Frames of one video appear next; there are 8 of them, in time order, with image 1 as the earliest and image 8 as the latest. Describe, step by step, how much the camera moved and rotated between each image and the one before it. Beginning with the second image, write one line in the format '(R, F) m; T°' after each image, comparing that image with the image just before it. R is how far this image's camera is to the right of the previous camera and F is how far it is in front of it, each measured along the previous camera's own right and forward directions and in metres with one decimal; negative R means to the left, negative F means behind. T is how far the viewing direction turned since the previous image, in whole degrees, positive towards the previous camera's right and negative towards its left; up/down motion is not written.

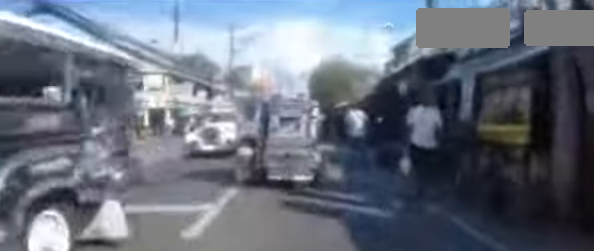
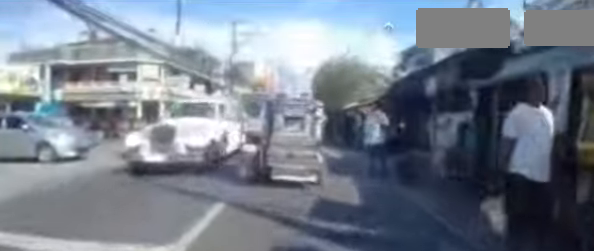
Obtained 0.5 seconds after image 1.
(+0.1, +1.6) m; -3°
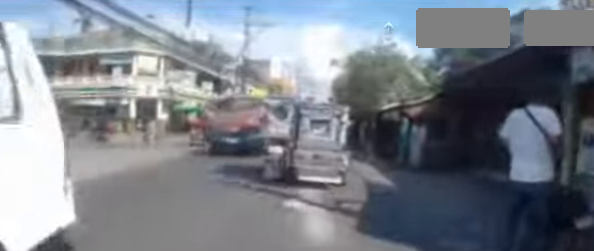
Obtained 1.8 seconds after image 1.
(-0.3, +4.0) m; +1°
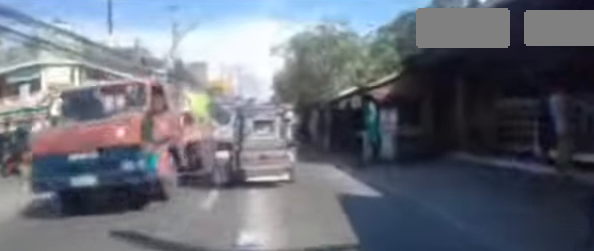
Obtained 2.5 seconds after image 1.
(+0.2, +2.0) m; +3°
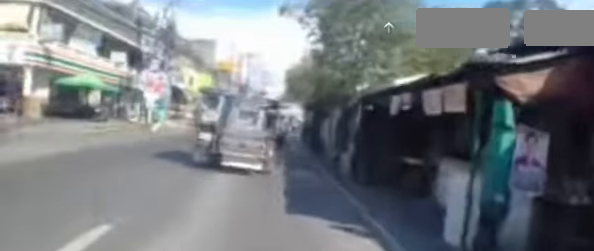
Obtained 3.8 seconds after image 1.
(-0.1, +5.0) m; +1°
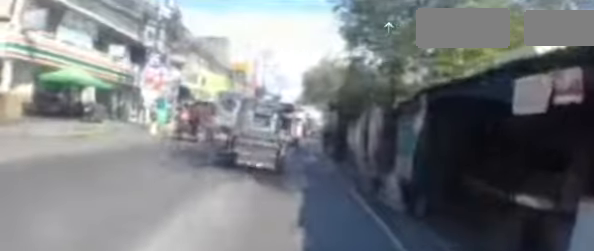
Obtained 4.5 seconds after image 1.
(0.0, +3.1) m; +4°
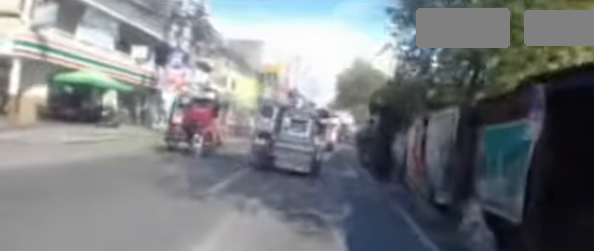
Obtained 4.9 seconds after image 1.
(+0.1, +1.9) m; 0°
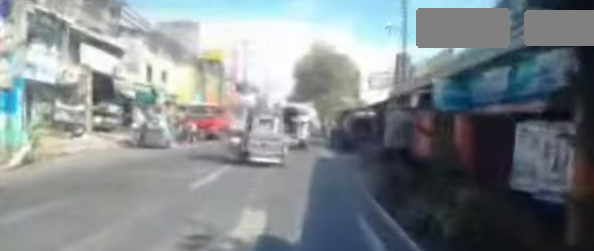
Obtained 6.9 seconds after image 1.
(-0.1, +10.1) m; -1°
